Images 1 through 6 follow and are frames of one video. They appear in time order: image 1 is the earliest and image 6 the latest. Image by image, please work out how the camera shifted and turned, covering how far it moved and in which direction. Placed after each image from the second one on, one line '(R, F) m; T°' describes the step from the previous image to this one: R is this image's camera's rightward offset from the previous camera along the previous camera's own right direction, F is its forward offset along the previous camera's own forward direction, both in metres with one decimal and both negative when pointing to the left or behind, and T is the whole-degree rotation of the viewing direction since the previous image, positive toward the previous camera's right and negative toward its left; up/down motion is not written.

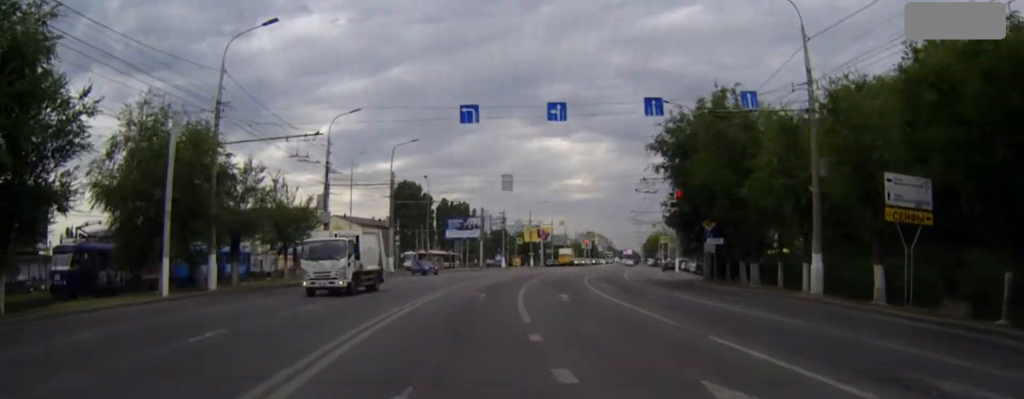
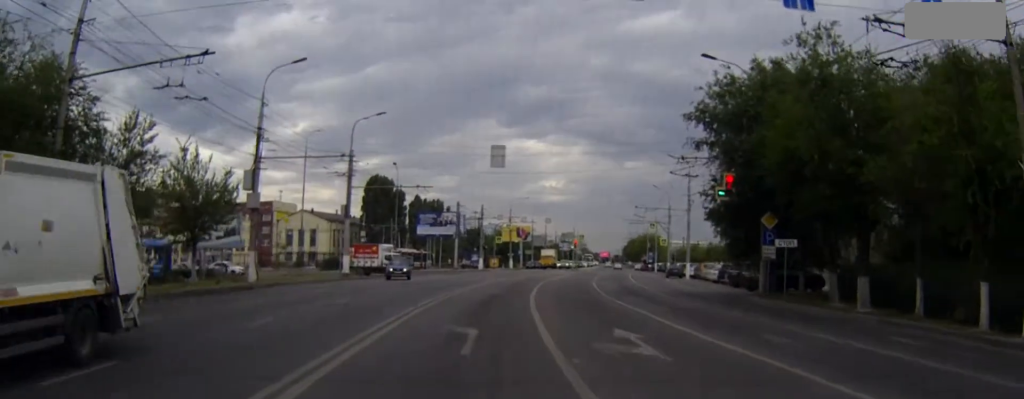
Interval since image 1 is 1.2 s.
(+0.3, +13.3) m; +2°
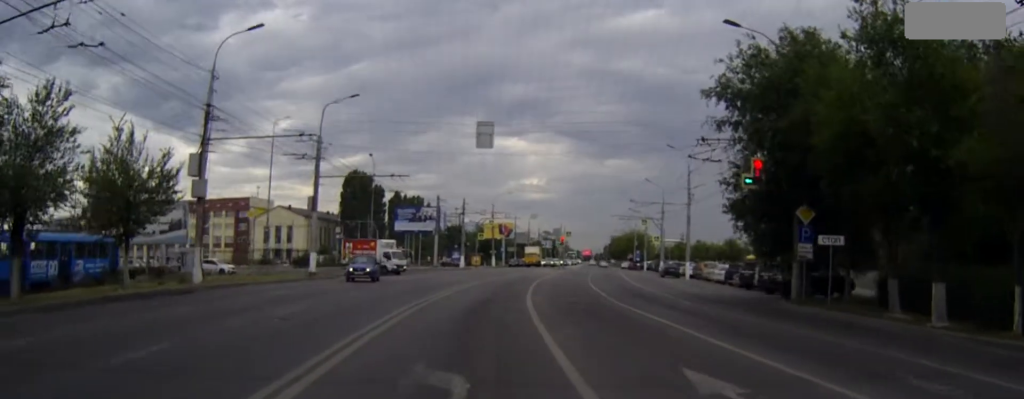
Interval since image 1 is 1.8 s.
(+0.1, +5.8) m; +1°
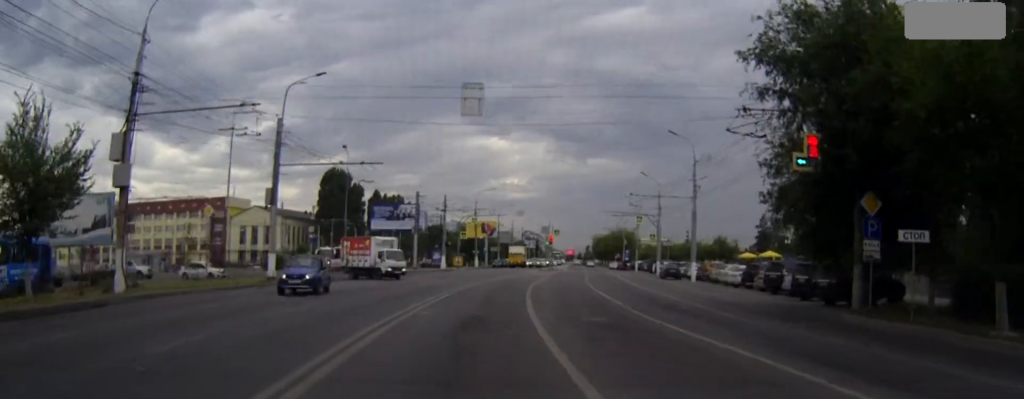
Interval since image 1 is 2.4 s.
(0.0, +6.7) m; +1°
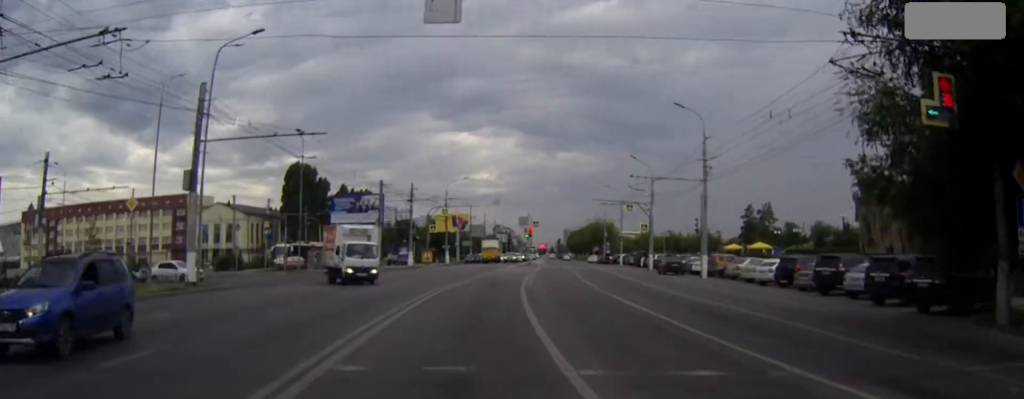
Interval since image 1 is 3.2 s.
(+0.2, +9.3) m; +2°
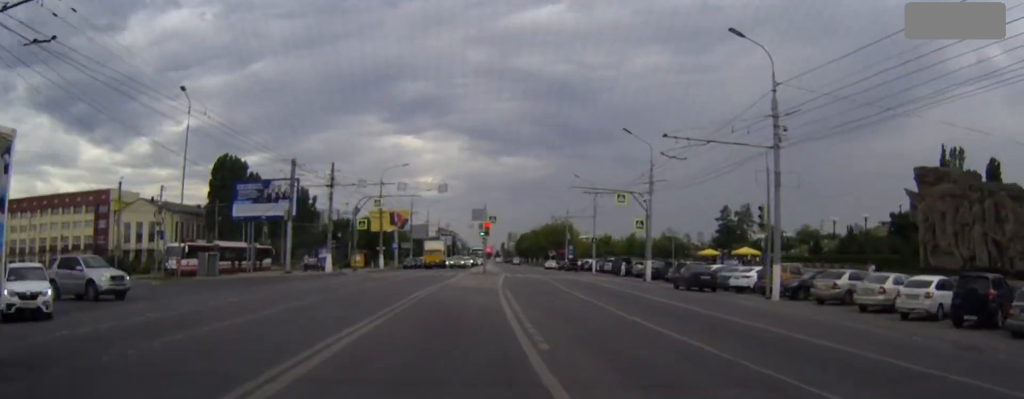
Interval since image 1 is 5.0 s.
(+0.9, +19.4) m; +4°
